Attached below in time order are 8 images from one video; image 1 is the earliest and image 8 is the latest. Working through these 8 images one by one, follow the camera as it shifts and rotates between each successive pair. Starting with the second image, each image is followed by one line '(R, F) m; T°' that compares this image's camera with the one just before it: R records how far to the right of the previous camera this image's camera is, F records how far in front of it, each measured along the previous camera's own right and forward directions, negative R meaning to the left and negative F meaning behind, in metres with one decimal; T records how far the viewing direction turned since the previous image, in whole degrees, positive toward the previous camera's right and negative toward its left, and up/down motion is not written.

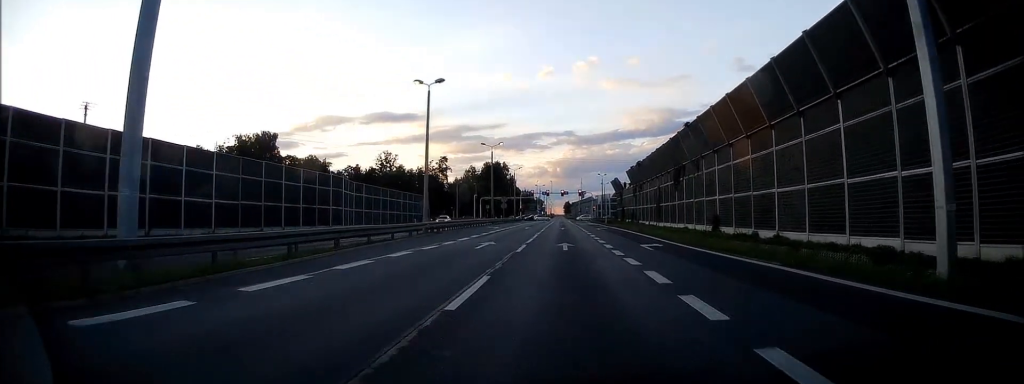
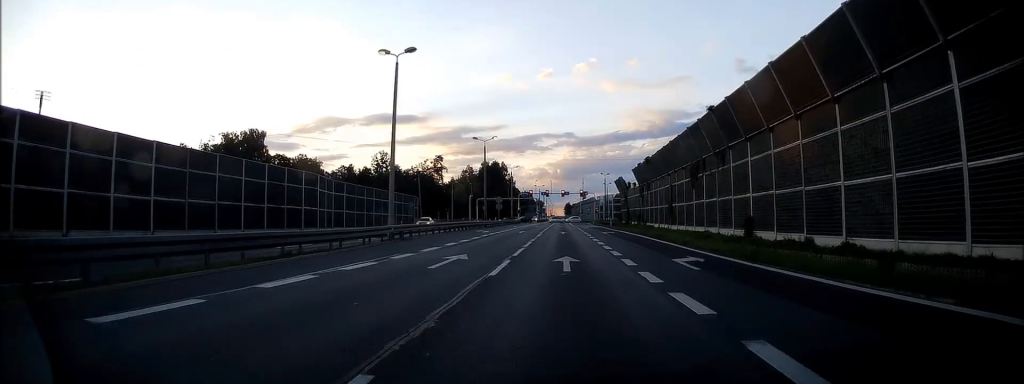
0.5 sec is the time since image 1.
(-0.1, +7.4) m; 0°
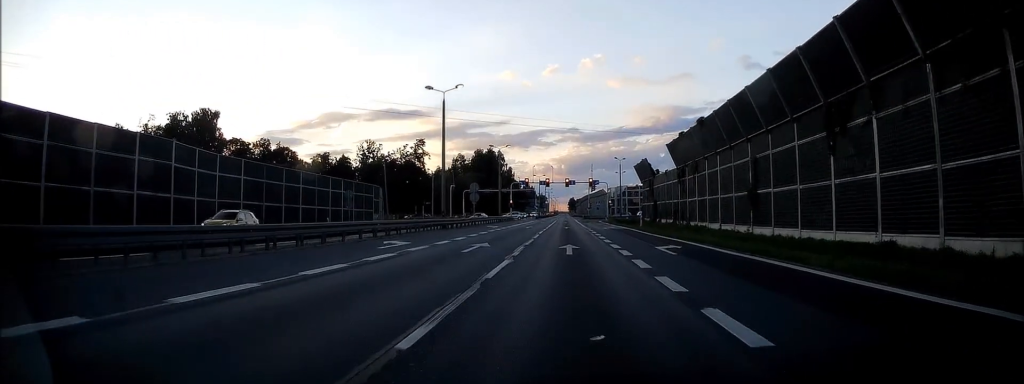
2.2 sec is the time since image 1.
(0.0, +25.9) m; 0°
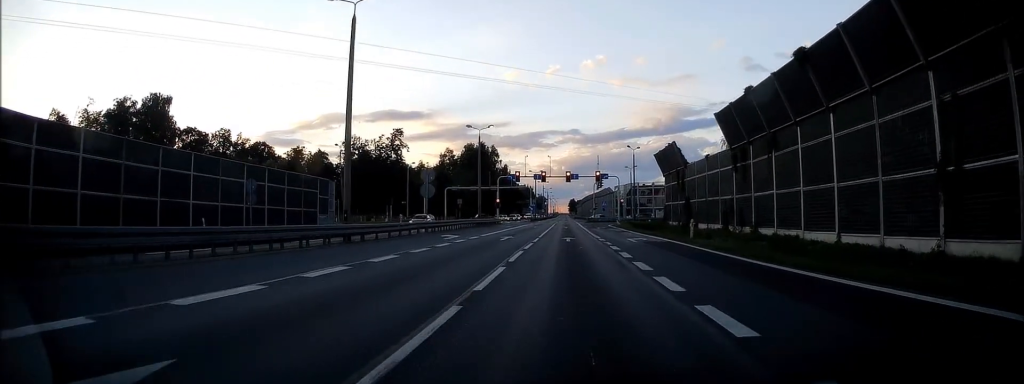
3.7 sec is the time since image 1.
(+0.1, +20.9) m; -1°
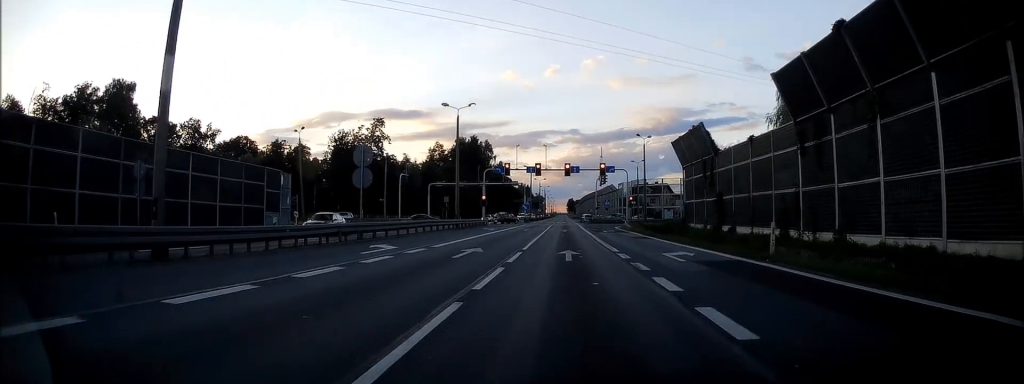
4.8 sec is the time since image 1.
(-0.3, +12.5) m; -1°
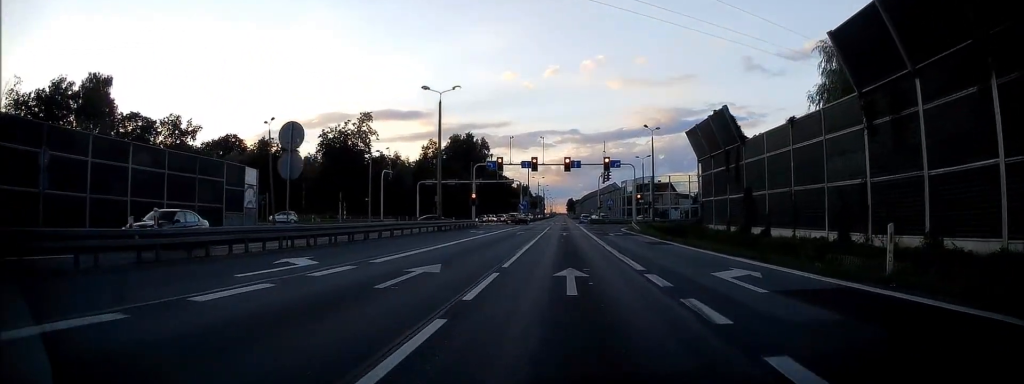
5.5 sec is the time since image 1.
(+0.1, +7.0) m; +1°
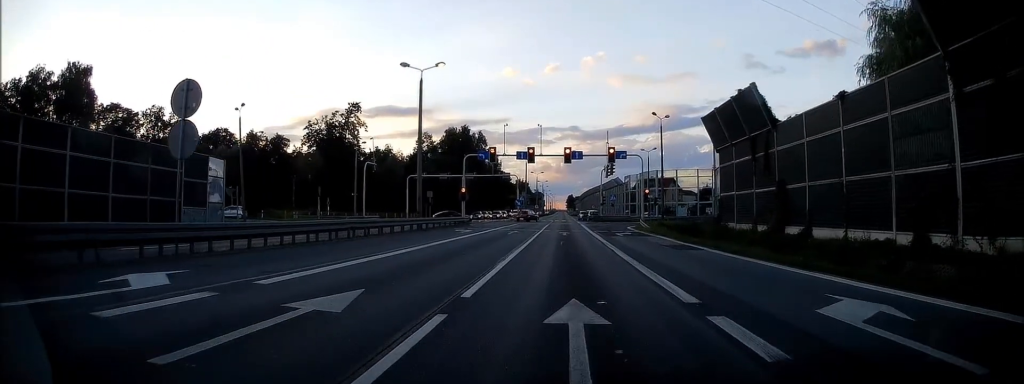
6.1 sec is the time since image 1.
(+0.1, +6.0) m; +1°
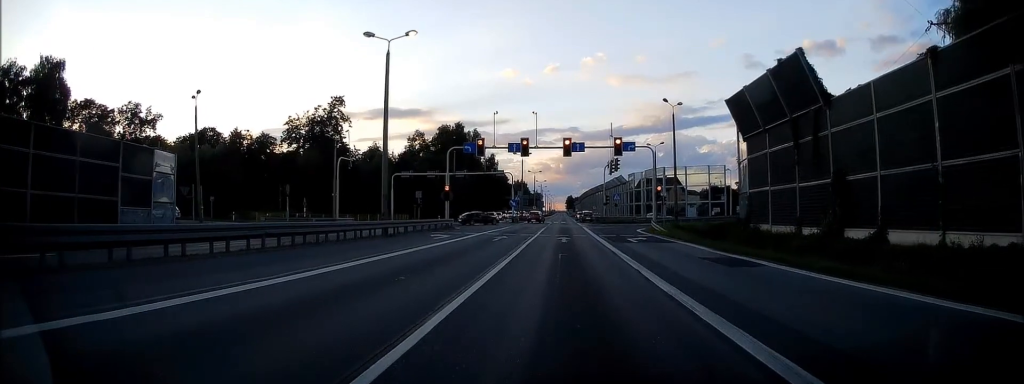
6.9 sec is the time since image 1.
(+0.1, +7.3) m; 0°
